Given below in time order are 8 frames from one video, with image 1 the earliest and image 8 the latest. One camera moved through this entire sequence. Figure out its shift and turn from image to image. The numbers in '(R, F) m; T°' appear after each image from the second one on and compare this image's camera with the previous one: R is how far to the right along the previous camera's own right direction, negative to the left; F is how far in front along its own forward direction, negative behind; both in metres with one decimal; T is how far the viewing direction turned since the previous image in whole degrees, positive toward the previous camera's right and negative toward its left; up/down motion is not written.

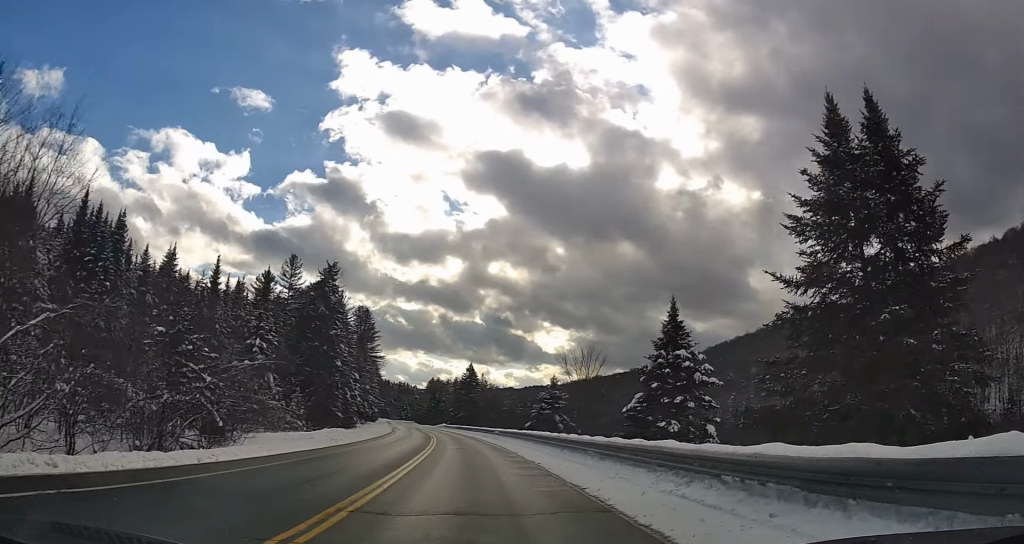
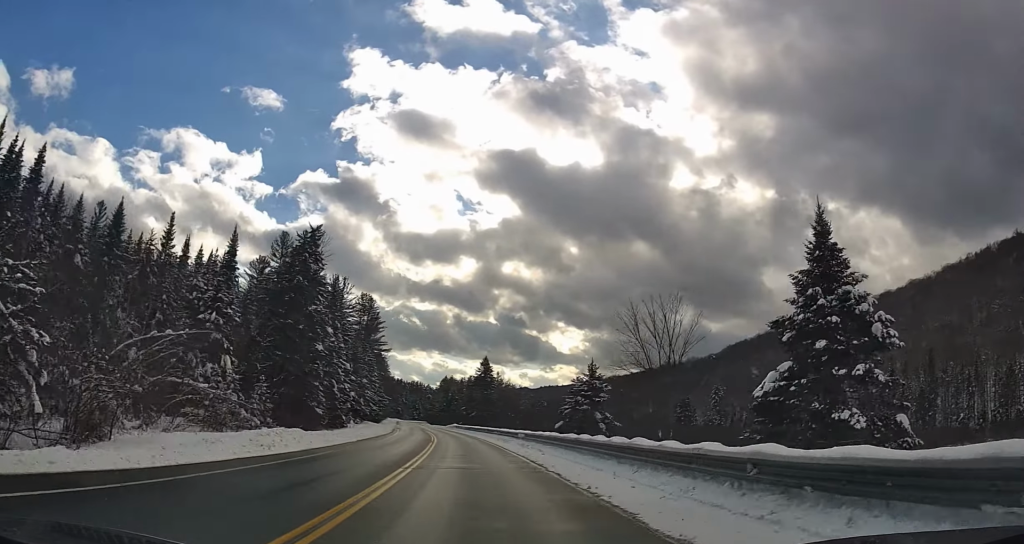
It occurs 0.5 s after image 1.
(-0.3, +13.0) m; -2°
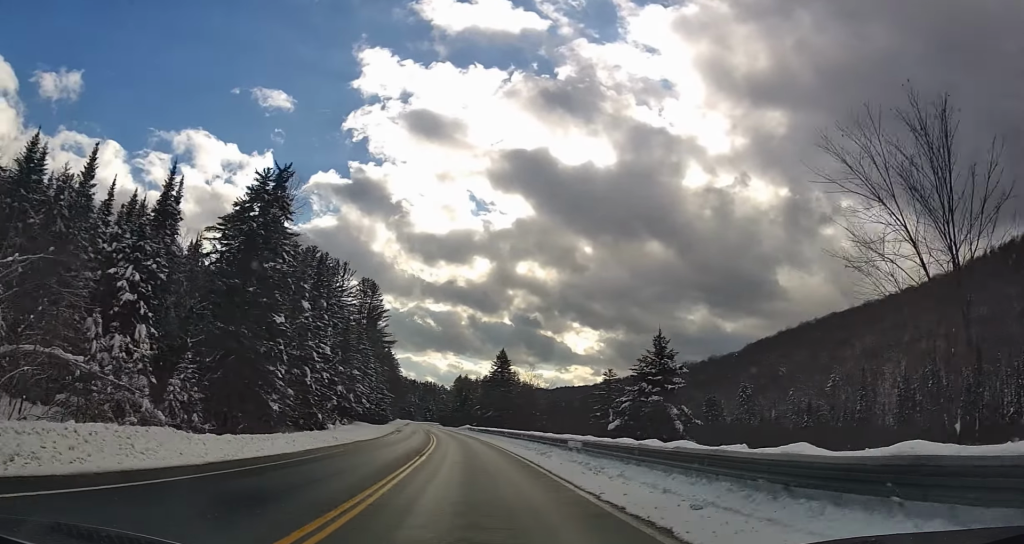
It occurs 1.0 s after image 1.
(-0.2, +13.9) m; -2°
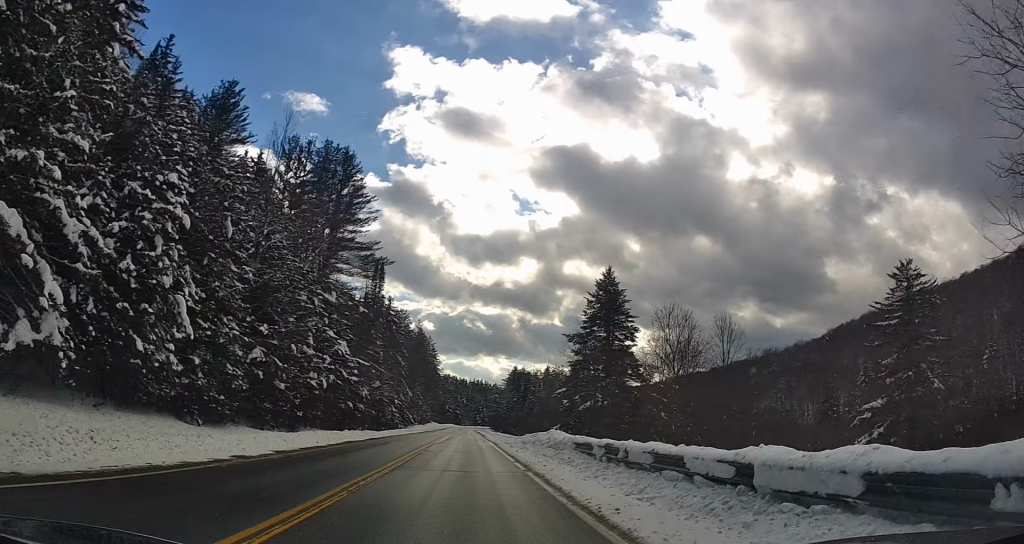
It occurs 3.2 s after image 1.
(-3.7, +56.3) m; -7°
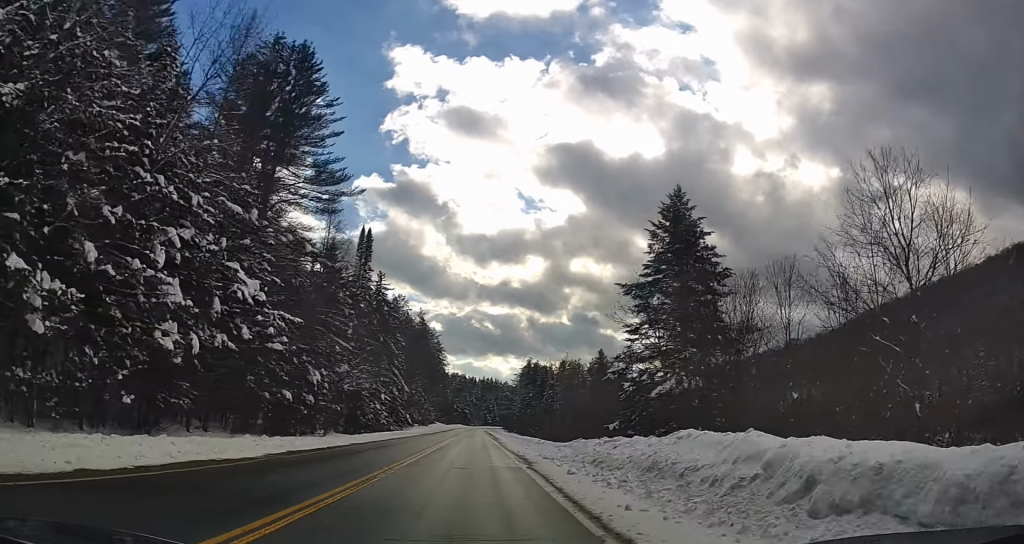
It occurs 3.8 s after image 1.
(-0.4, +17.8) m; -2°
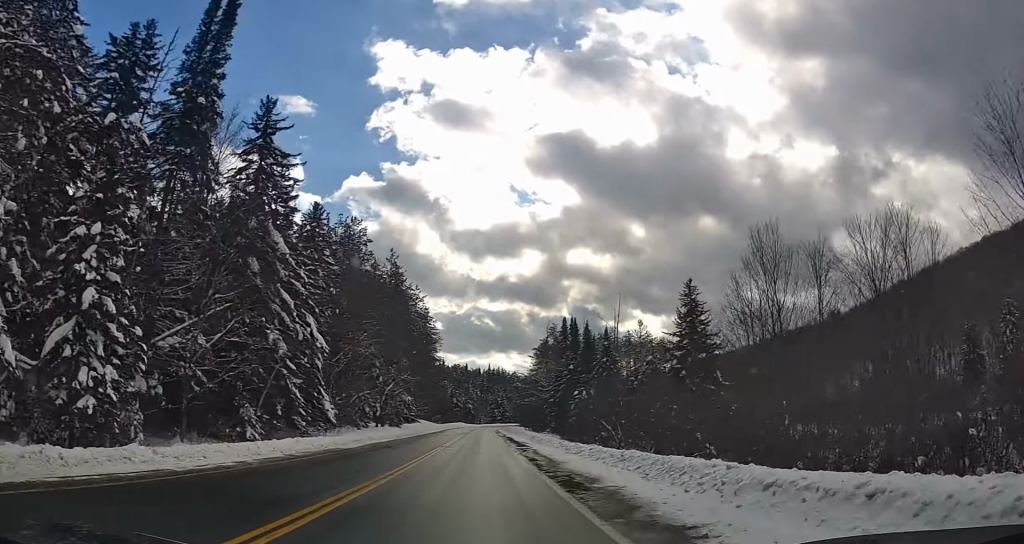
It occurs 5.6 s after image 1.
(-1.8, +48.6) m; -2°
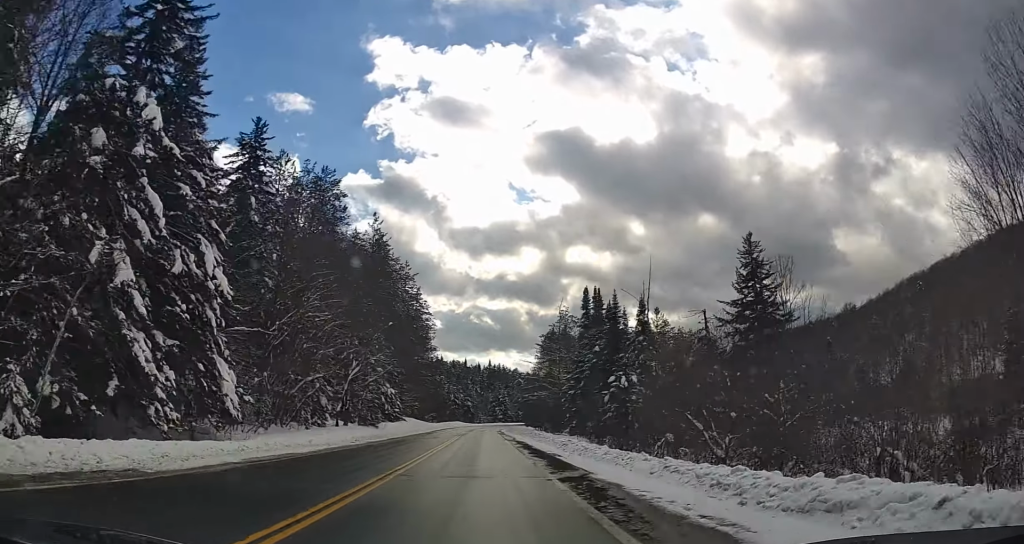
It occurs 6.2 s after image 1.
(+0.2, +16.3) m; 0°
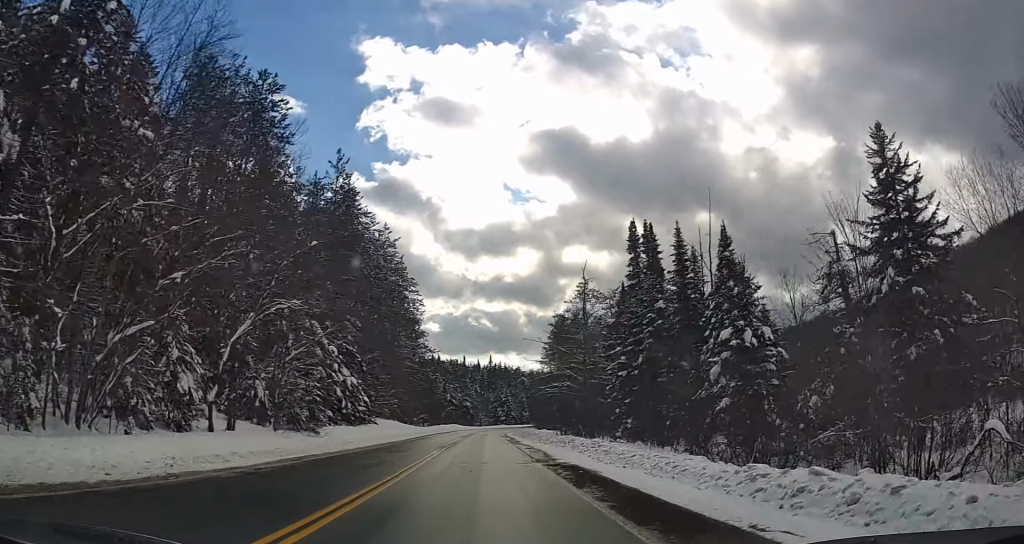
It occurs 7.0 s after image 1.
(+0.4, +20.8) m; 0°
